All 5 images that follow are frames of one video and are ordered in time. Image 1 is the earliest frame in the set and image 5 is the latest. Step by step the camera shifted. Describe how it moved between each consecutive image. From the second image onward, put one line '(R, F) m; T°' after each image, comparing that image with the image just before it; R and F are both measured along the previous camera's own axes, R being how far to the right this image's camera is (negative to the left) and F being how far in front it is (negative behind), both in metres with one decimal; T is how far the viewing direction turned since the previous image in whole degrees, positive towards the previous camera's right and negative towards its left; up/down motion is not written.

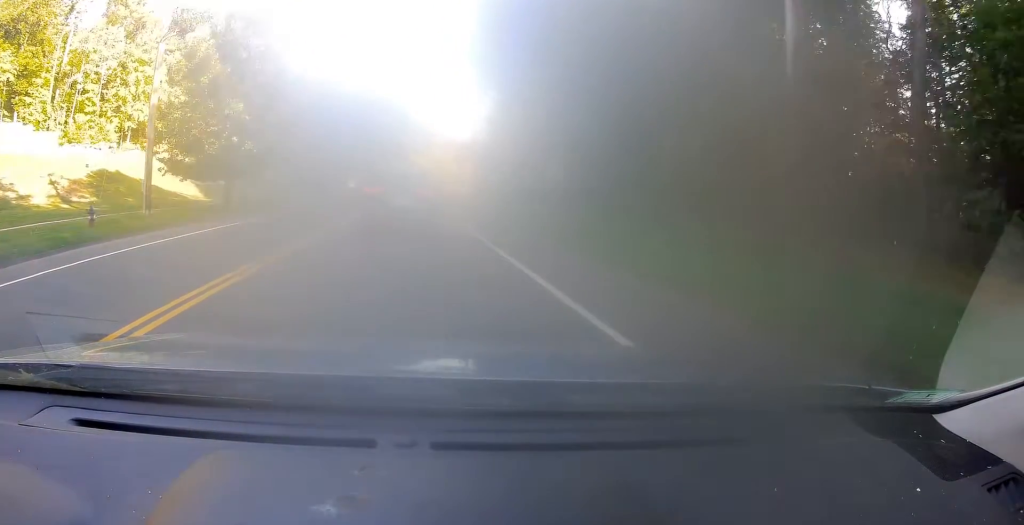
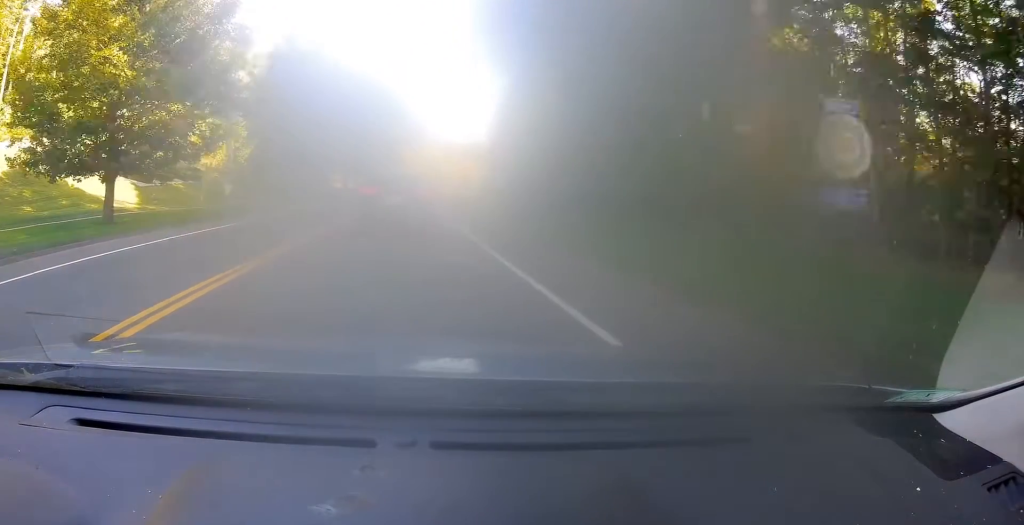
(-0.2, +14.2) m; 0°
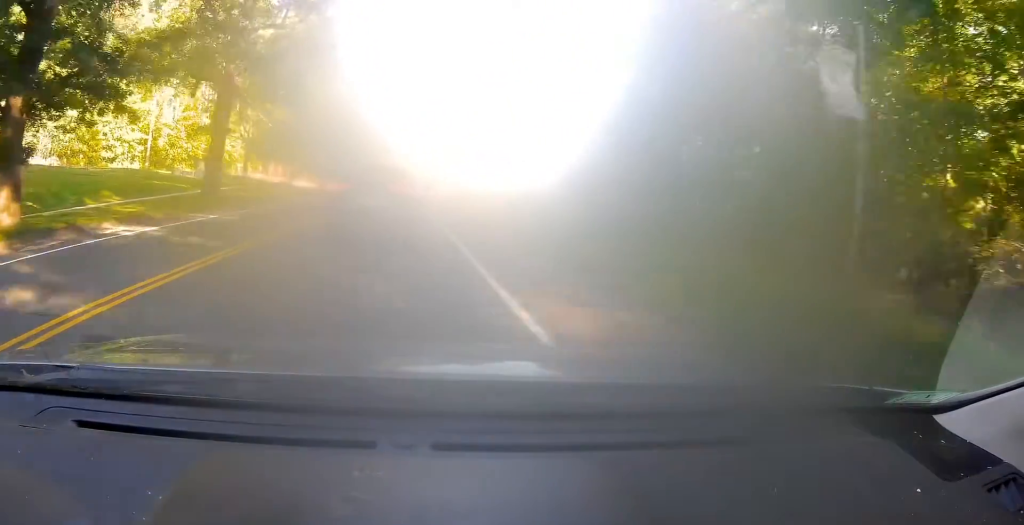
(+1.2, +58.6) m; +1°
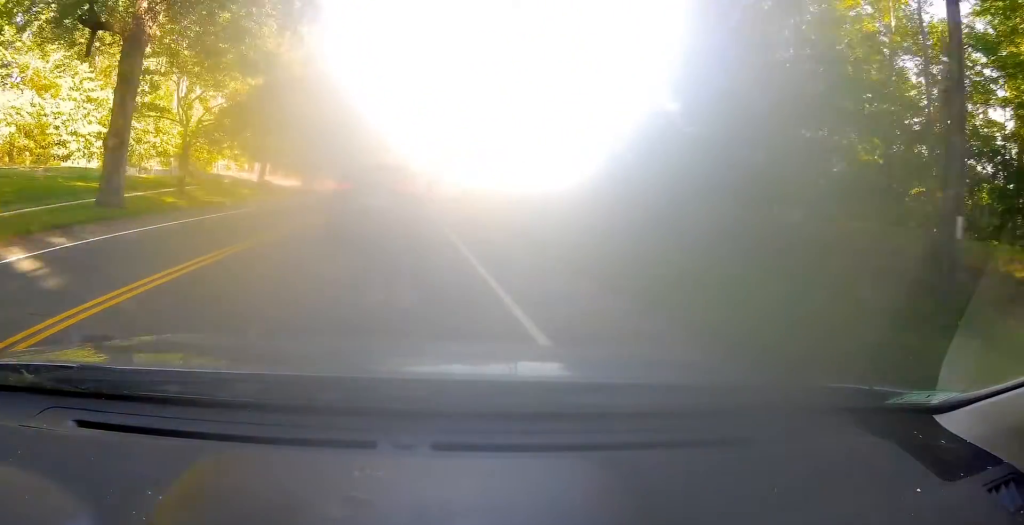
(0.0, +12.2) m; 0°
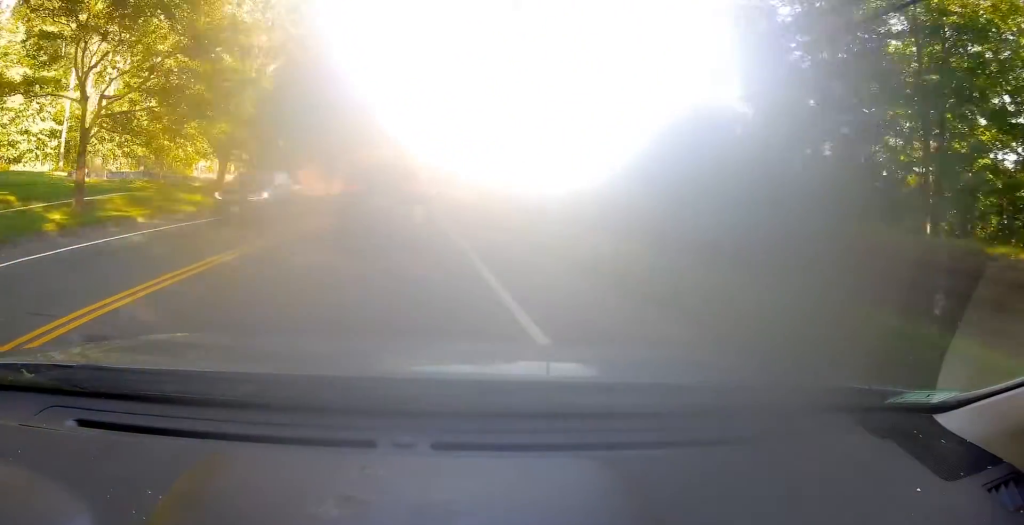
(+0.1, +10.8) m; -1°
